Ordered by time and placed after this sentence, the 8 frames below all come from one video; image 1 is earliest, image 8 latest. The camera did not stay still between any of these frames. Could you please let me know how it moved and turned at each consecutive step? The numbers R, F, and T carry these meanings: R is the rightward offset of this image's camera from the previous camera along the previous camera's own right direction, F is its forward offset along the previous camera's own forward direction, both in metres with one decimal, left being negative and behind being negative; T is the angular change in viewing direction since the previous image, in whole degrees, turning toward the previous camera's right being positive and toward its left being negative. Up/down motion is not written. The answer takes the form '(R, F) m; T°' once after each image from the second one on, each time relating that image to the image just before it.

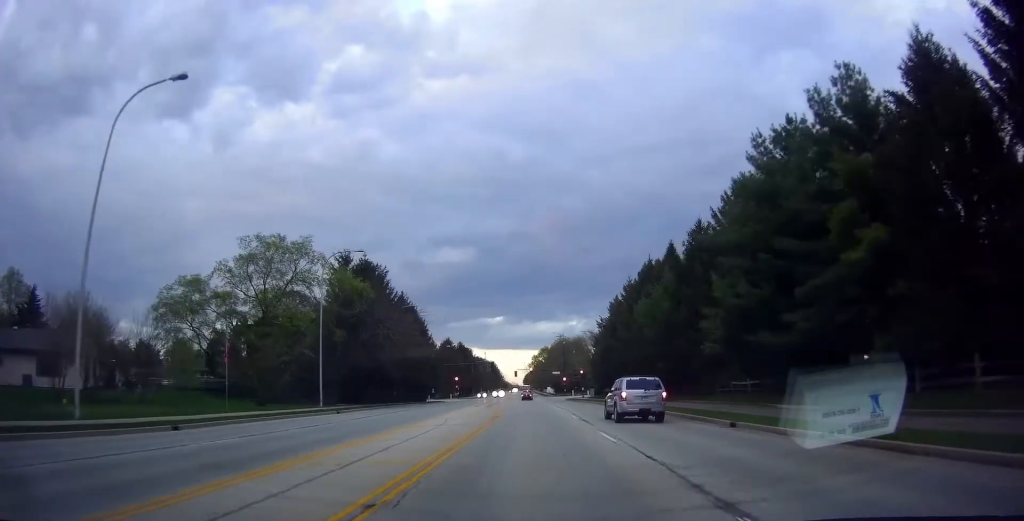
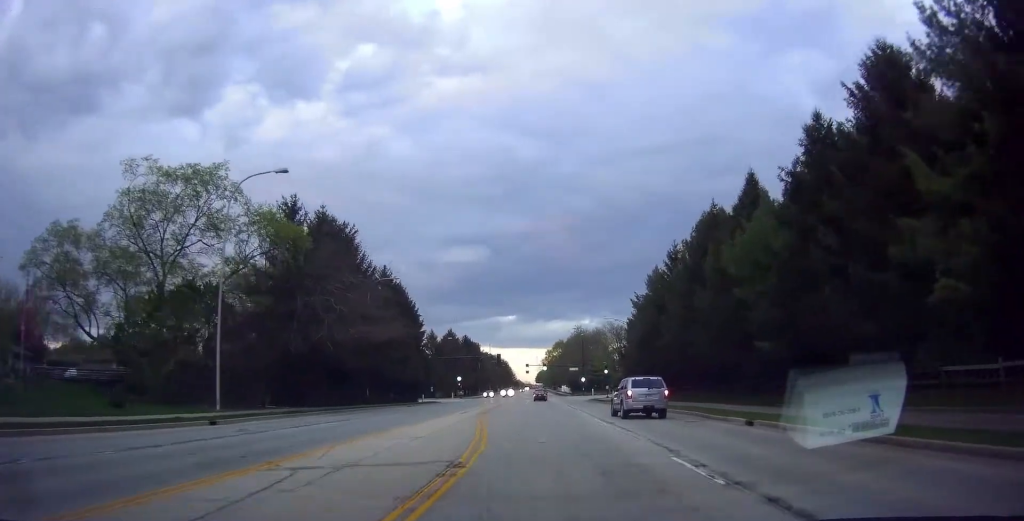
(-0.1, +18.8) m; 0°
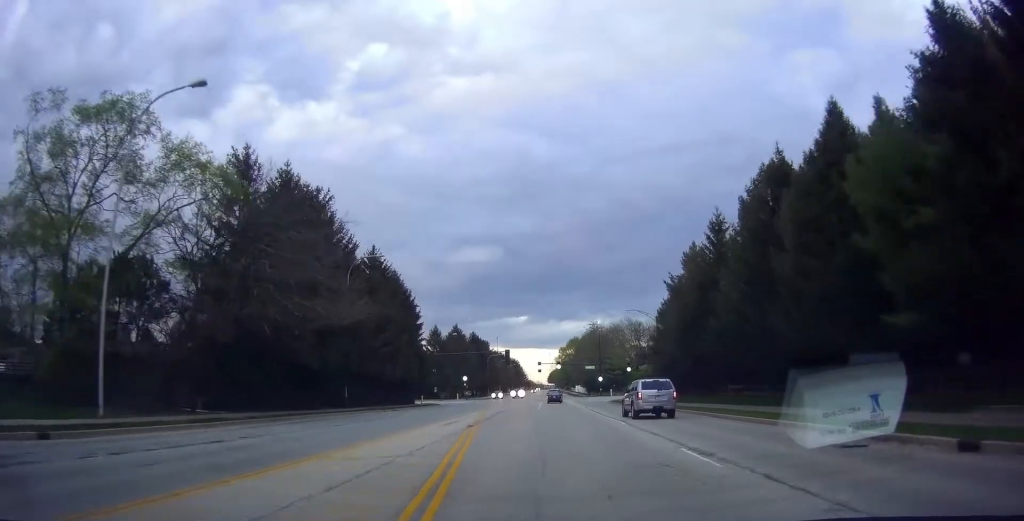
(0.0, +11.0) m; 0°
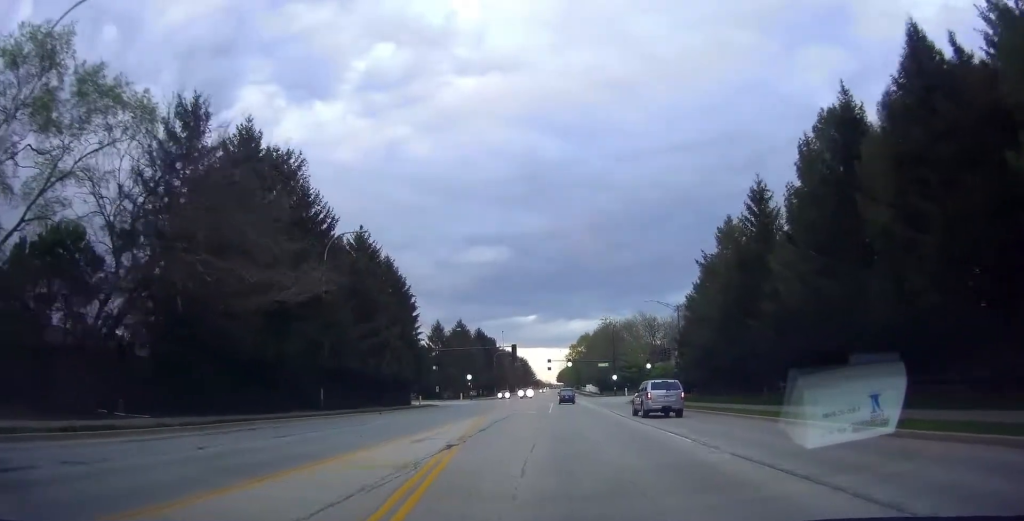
(0.0, +7.7) m; -1°
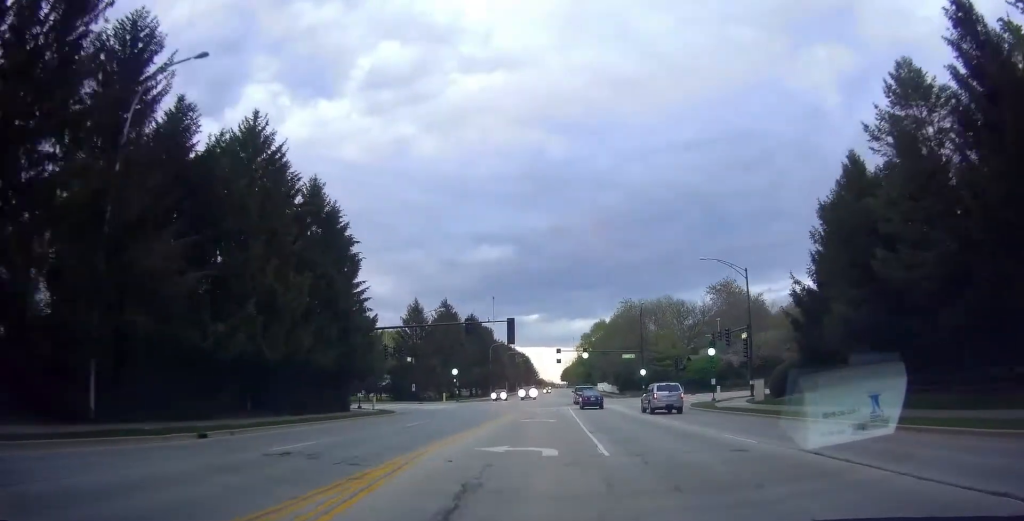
(-0.8, +24.5) m; -1°
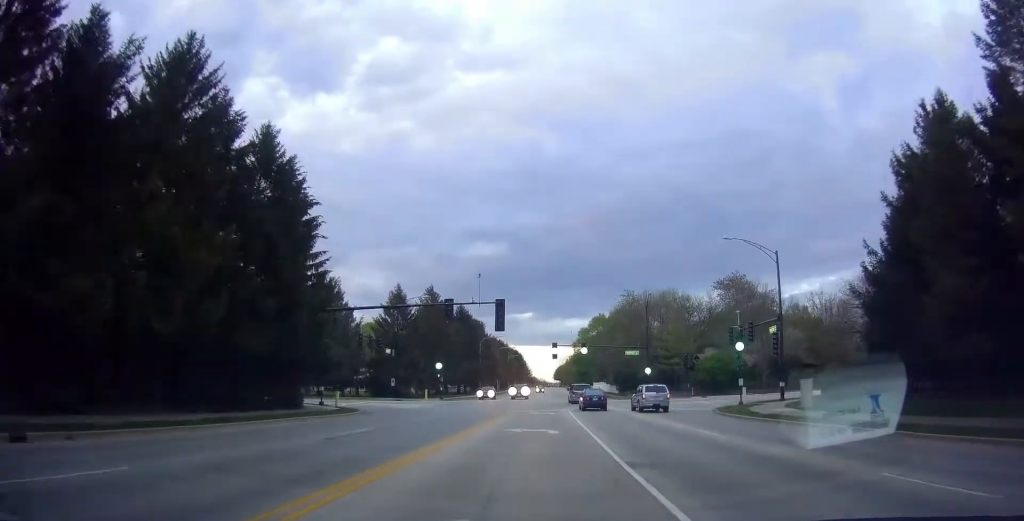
(+0.3, +8.2) m; +2°
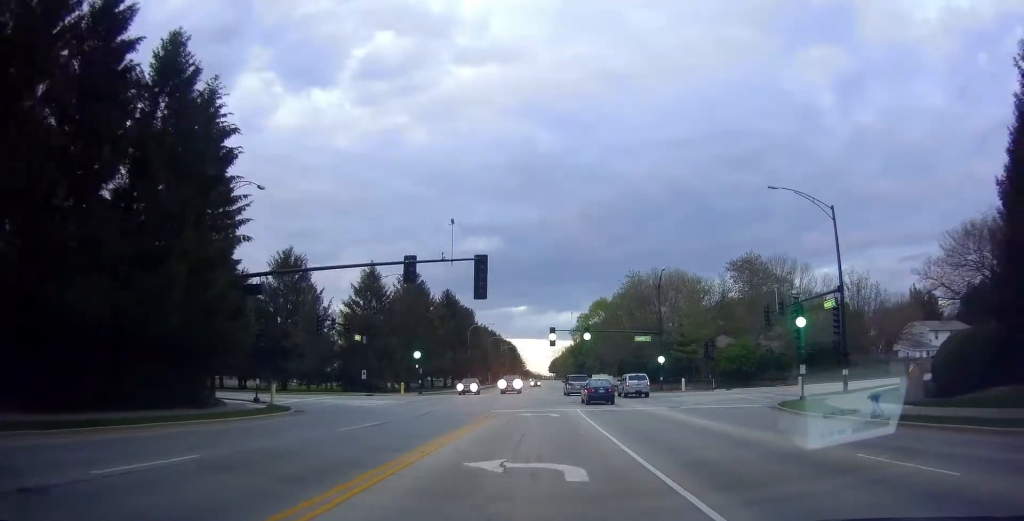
(+0.1, +10.5) m; 0°
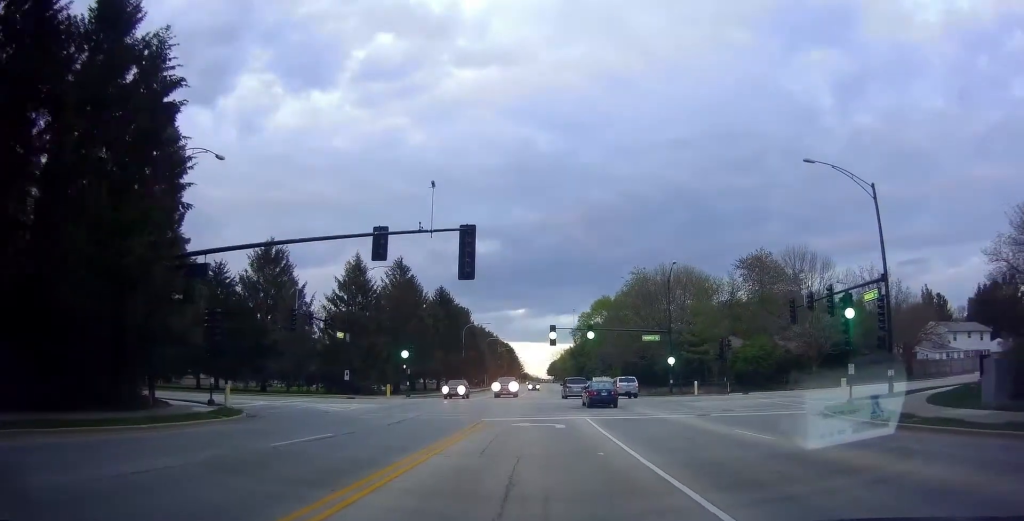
(0.0, +5.4) m; 0°
